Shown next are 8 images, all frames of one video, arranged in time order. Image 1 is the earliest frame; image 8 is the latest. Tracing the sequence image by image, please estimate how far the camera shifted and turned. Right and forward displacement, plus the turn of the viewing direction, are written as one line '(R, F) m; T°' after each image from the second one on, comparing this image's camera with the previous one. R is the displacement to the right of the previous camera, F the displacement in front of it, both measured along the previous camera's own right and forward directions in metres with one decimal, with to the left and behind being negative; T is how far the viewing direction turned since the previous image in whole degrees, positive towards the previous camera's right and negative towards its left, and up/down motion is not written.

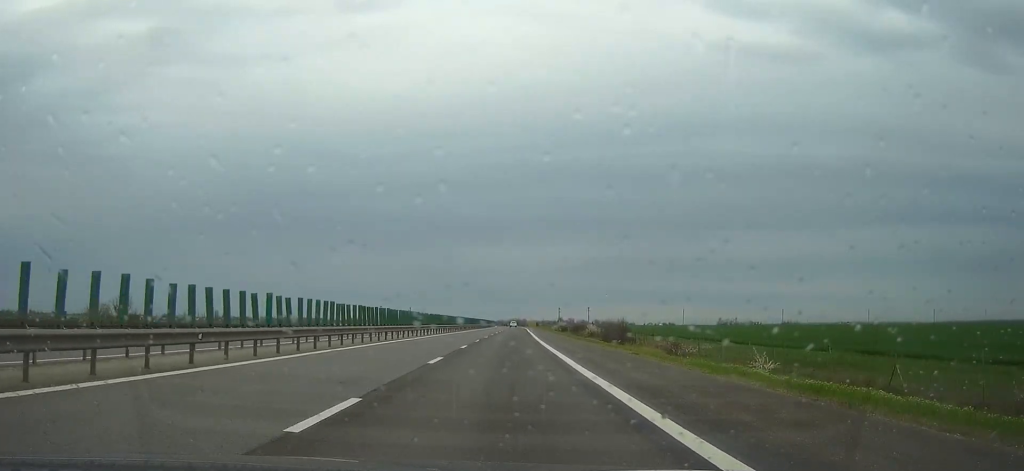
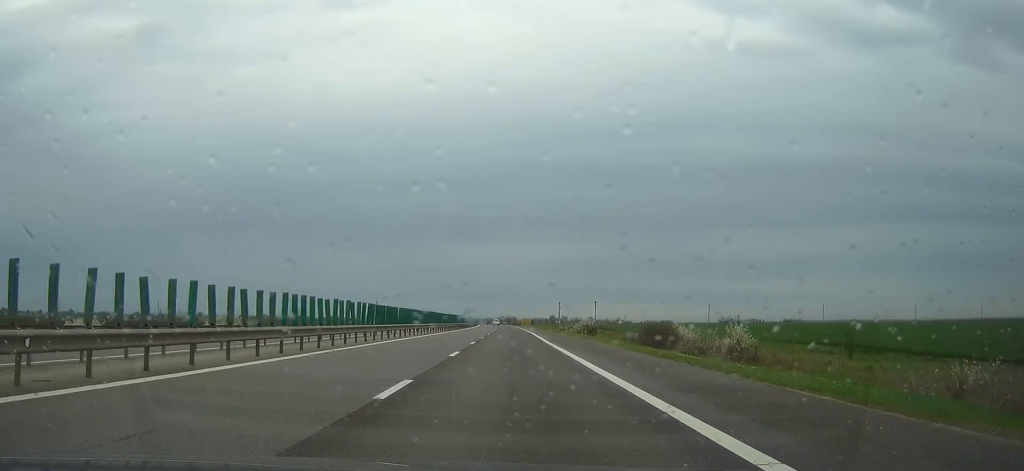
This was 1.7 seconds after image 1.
(+1.4, +69.2) m; +2°
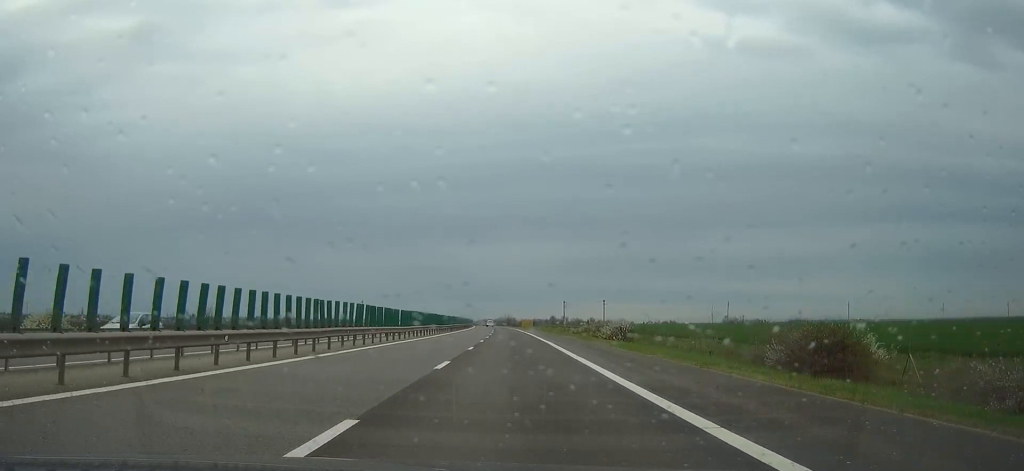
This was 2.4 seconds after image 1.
(+0.2, +29.0) m; 0°
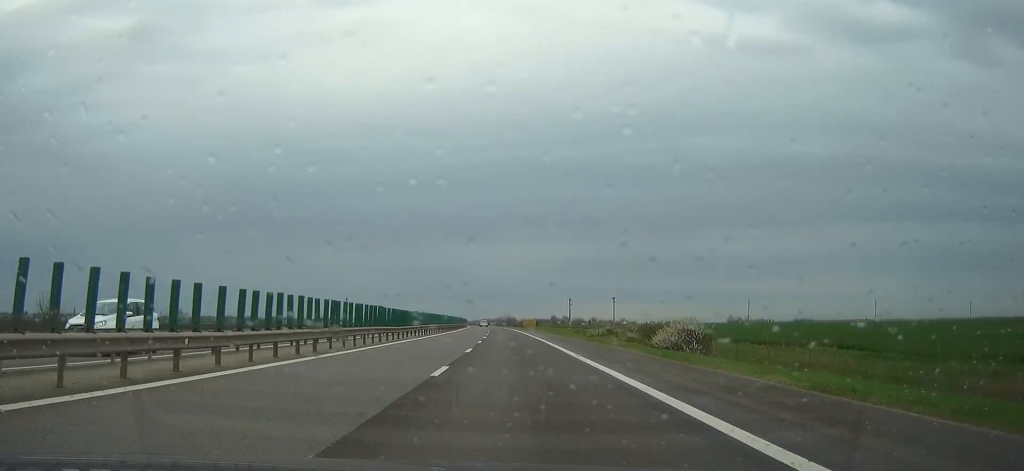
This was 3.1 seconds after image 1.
(-0.1, +26.0) m; 0°
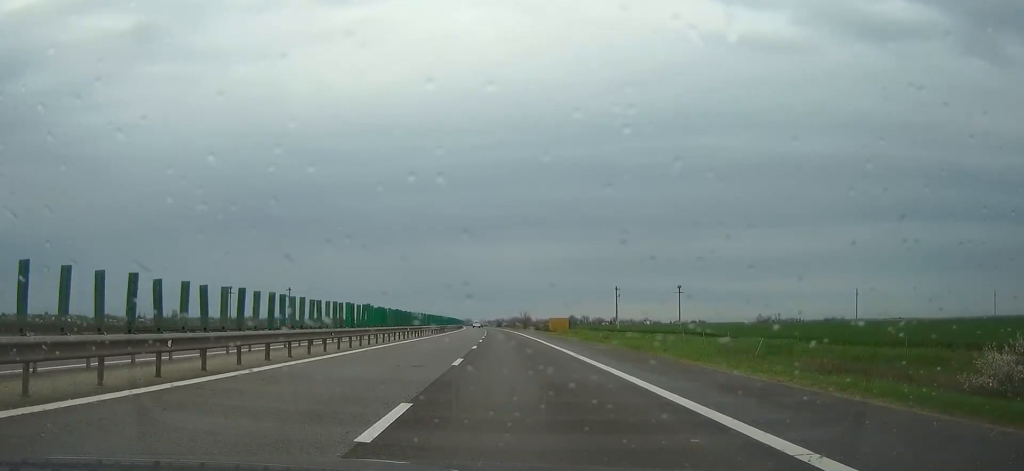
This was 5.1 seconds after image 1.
(-0.6, +78.8) m; -1°
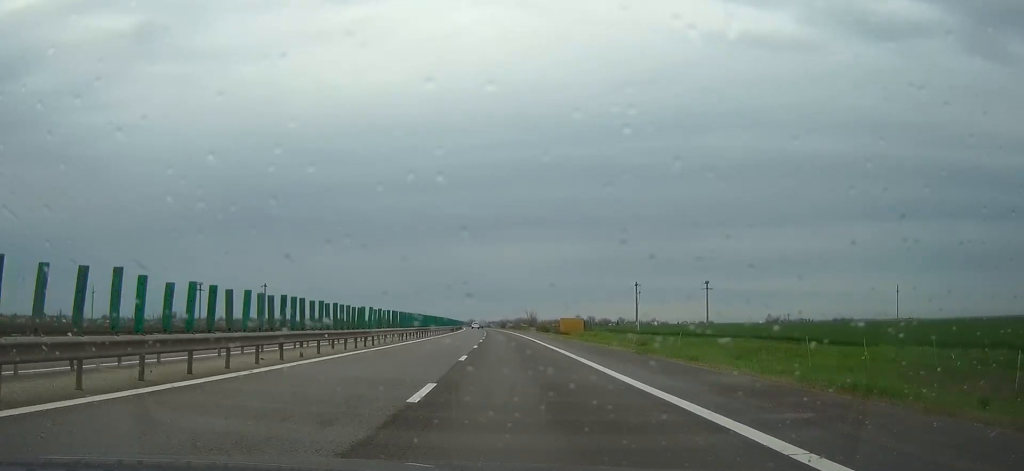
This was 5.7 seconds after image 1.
(0.0, +20.6) m; 0°
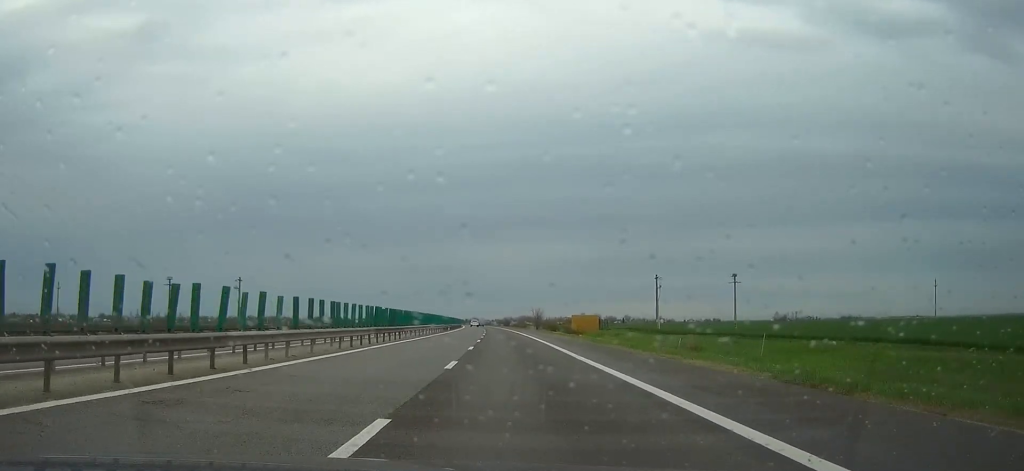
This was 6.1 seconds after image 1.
(-0.1, +16.7) m; 0°
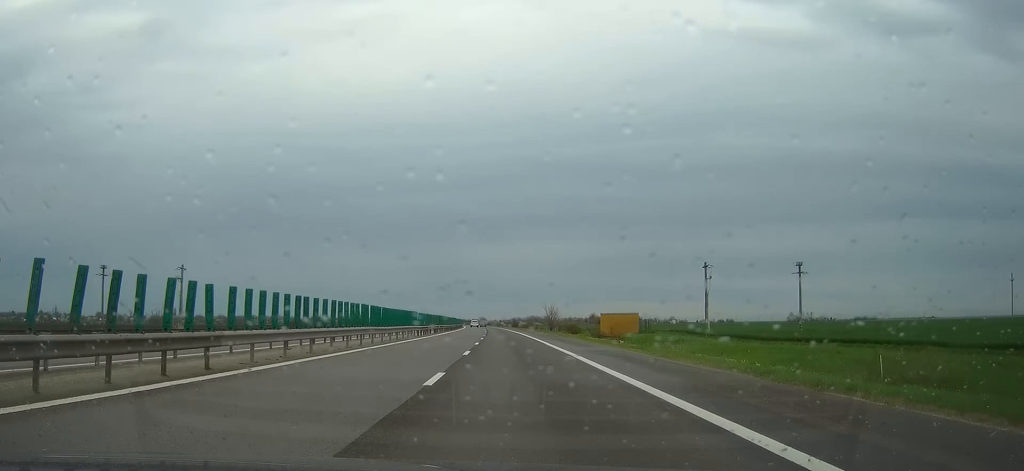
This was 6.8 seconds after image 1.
(-0.1, +28.3) m; -1°
